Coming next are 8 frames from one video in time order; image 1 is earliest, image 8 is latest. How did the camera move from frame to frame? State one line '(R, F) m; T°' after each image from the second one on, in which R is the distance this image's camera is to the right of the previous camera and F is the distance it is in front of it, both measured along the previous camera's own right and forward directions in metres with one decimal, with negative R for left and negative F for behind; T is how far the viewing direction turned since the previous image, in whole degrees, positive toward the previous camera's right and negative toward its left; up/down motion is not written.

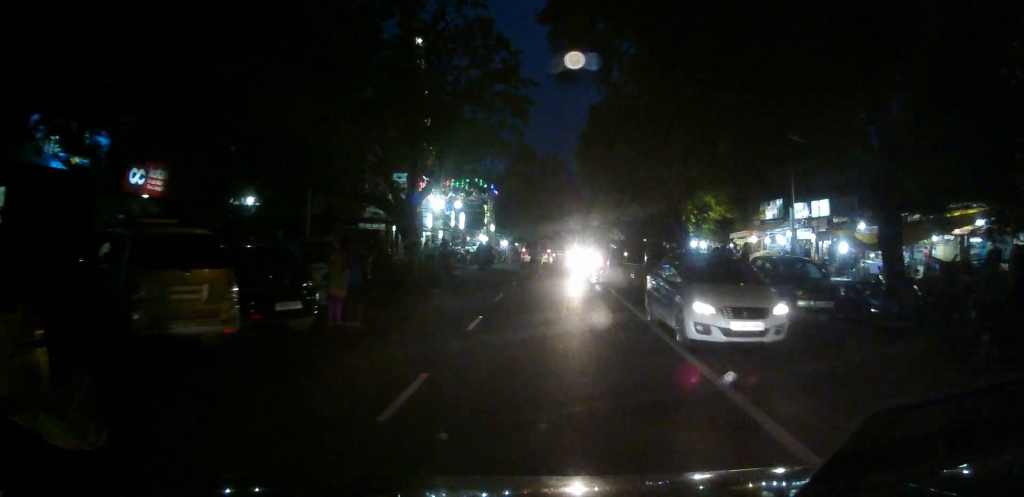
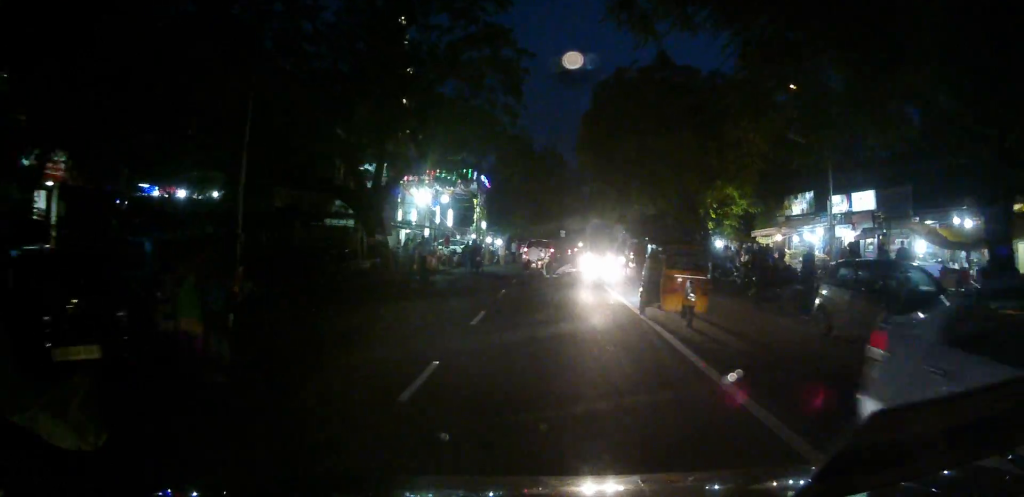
(+0.1, +5.6) m; +1°
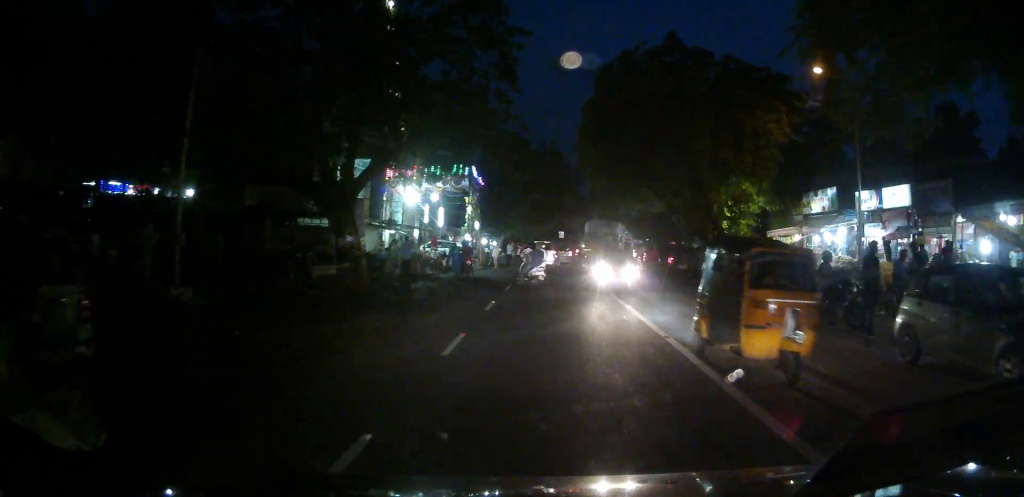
(-0.2, +3.5) m; -1°
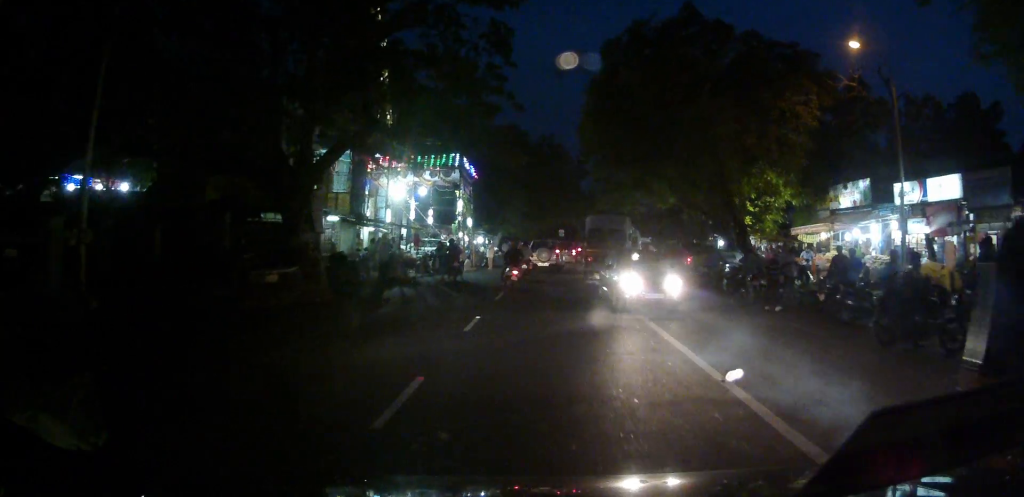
(+0.1, +3.9) m; 0°
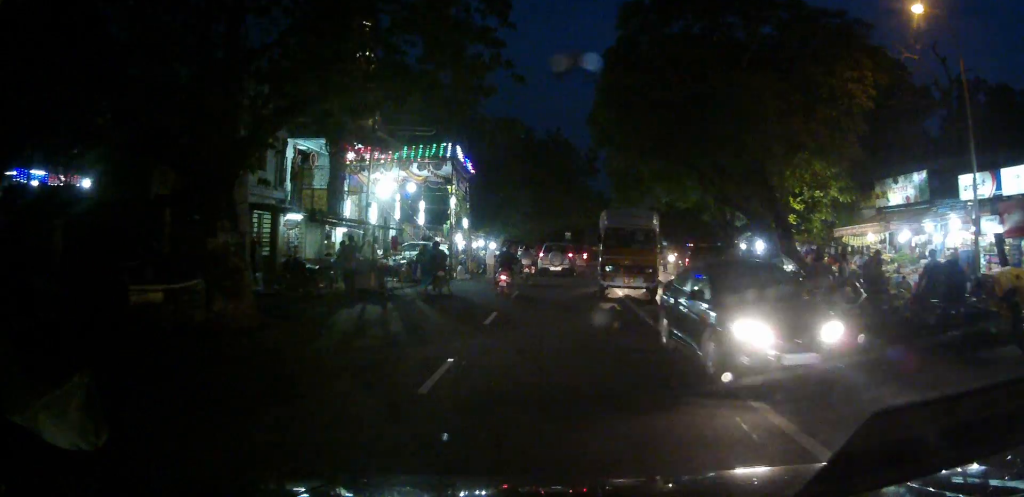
(0.0, +4.7) m; -1°
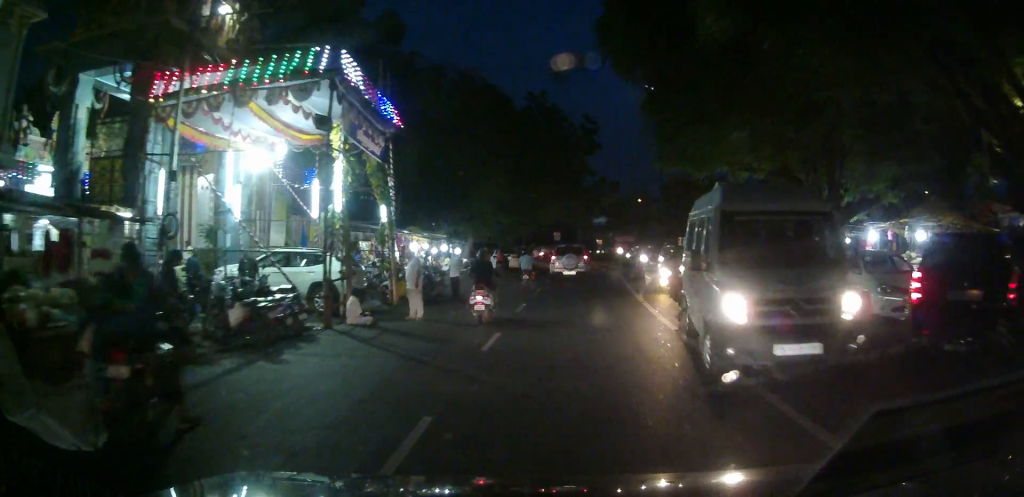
(-0.2, +15.1) m; +1°
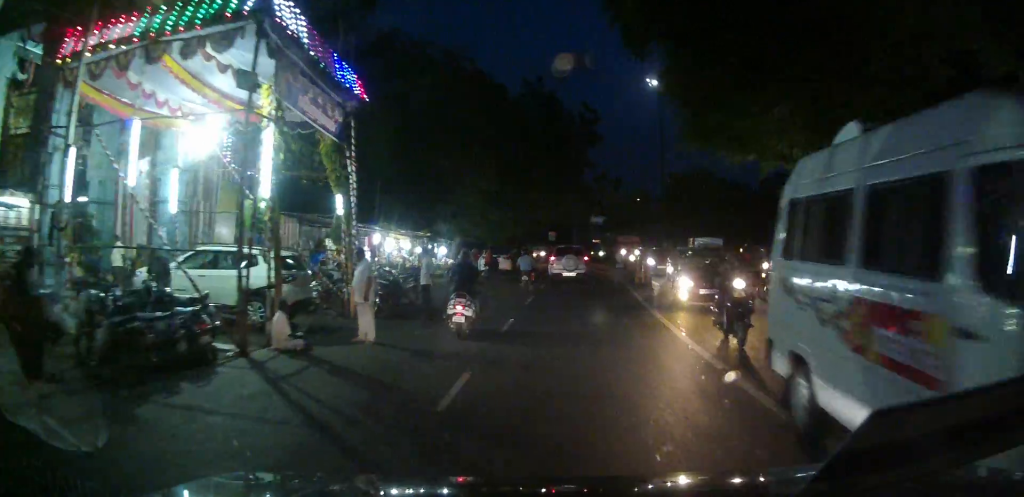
(0.0, +3.5) m; +1°
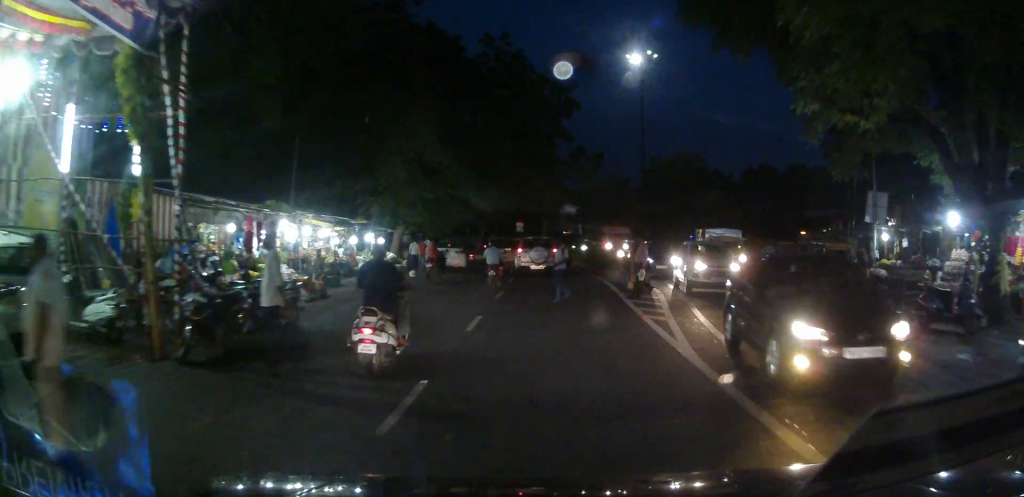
(+0.1, +6.6) m; -1°
